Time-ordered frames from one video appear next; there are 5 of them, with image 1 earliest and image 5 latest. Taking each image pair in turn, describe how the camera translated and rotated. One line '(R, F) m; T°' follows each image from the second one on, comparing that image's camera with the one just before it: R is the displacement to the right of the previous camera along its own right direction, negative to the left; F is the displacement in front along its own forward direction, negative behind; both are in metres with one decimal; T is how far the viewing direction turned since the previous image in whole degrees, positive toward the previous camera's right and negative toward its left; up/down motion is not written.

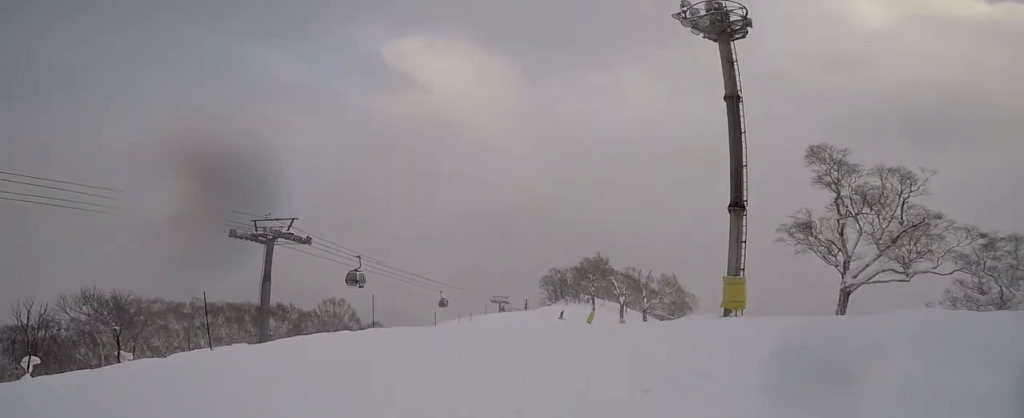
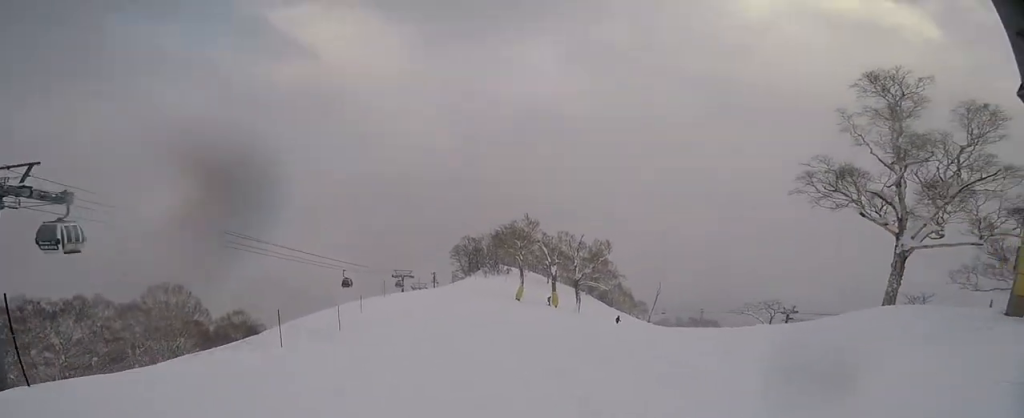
(+0.7, +13.4) m; +6°
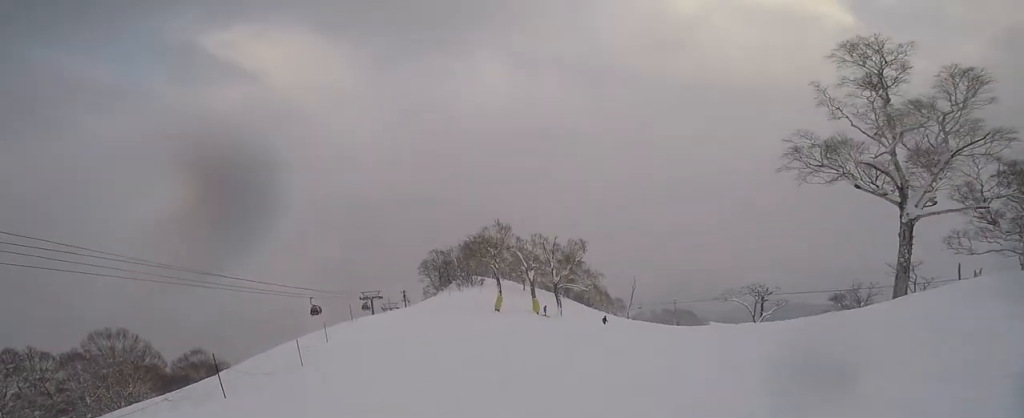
(+0.9, +3.0) m; +10°
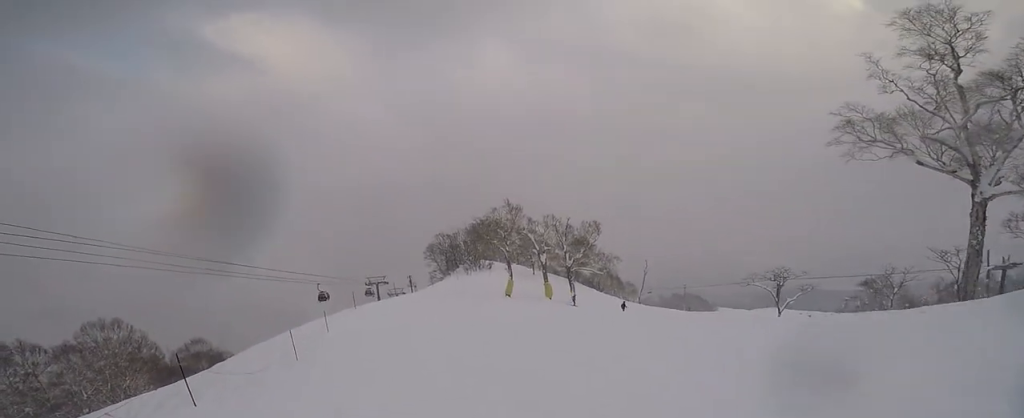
(+0.3, +2.7) m; +7°
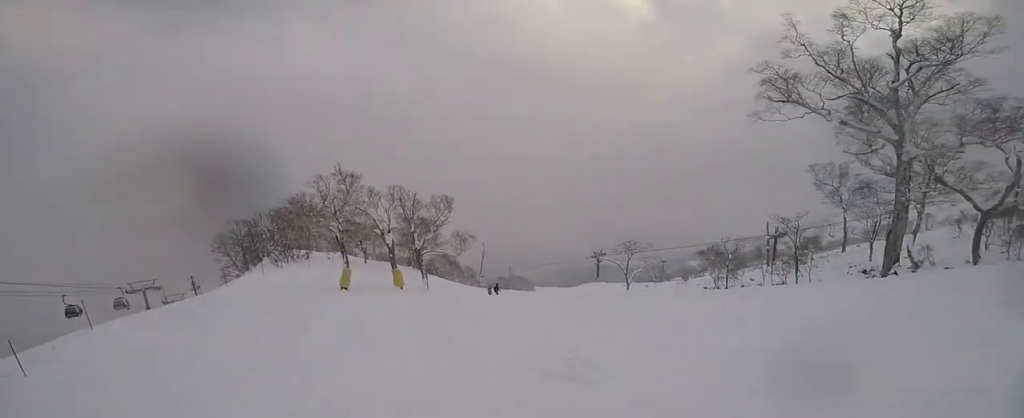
(+0.1, +8.0) m; +14°
